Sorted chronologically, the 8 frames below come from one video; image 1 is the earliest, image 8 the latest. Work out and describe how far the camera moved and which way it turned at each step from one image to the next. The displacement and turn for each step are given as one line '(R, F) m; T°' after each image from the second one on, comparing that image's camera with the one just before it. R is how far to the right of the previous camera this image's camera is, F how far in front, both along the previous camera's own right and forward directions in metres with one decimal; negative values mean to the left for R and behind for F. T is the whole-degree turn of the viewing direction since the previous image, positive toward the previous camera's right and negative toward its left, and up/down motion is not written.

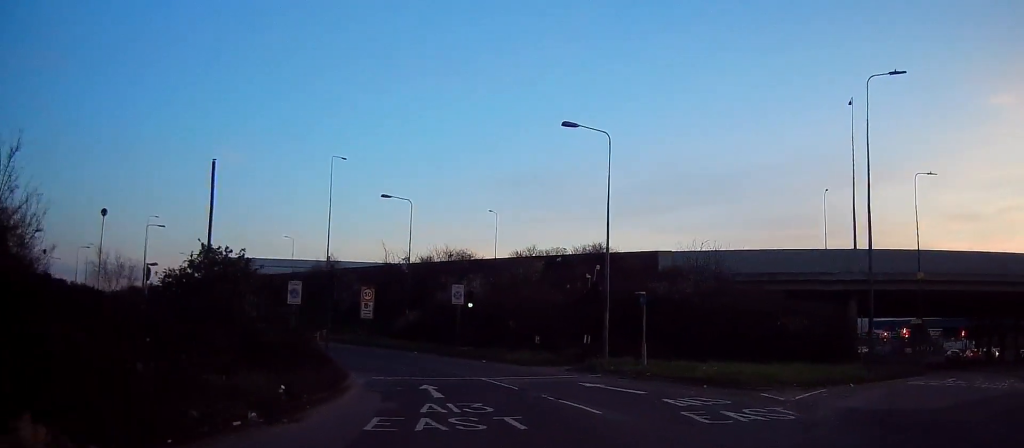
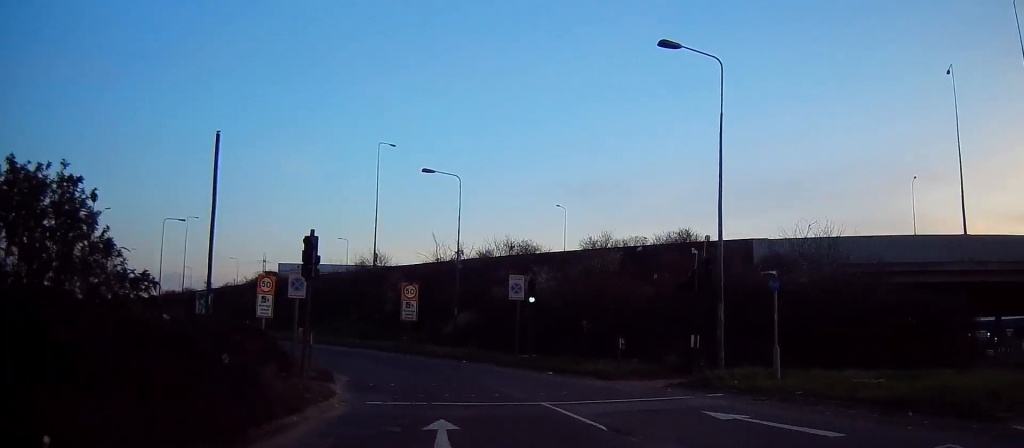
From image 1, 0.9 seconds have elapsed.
(-0.7, +8.3) m; -6°
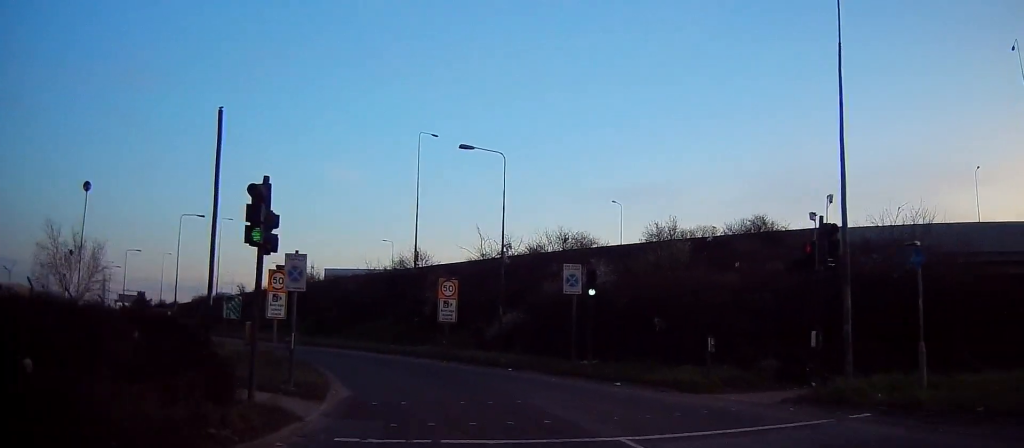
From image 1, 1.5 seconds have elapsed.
(-0.2, +5.5) m; -4°
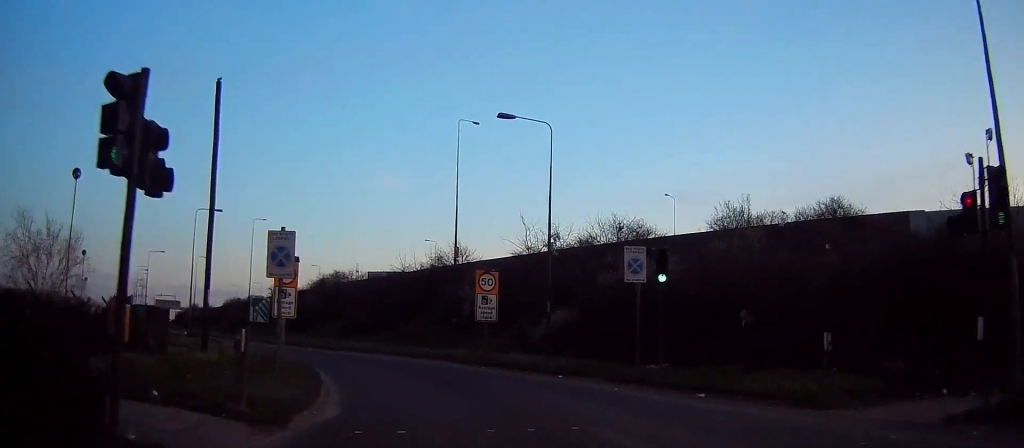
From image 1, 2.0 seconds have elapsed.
(+0.1, +4.7) m; -3°
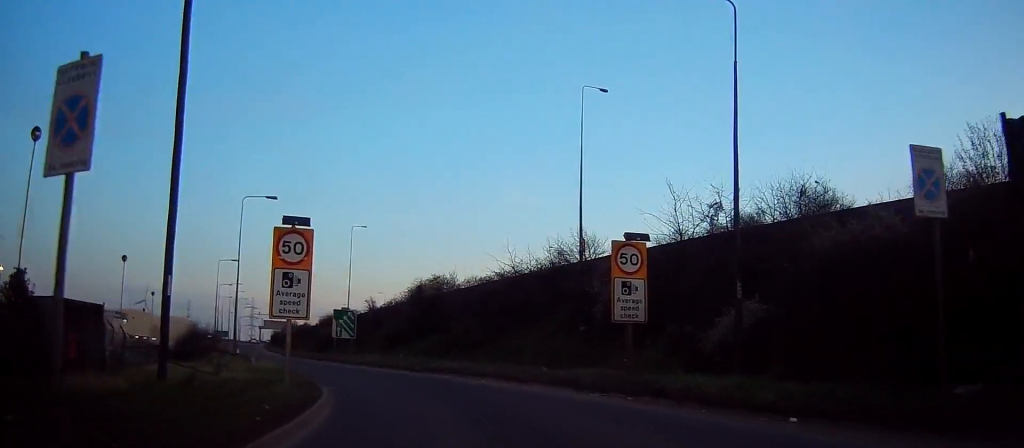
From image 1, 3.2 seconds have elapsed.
(-0.9, +11.1) m; -13°
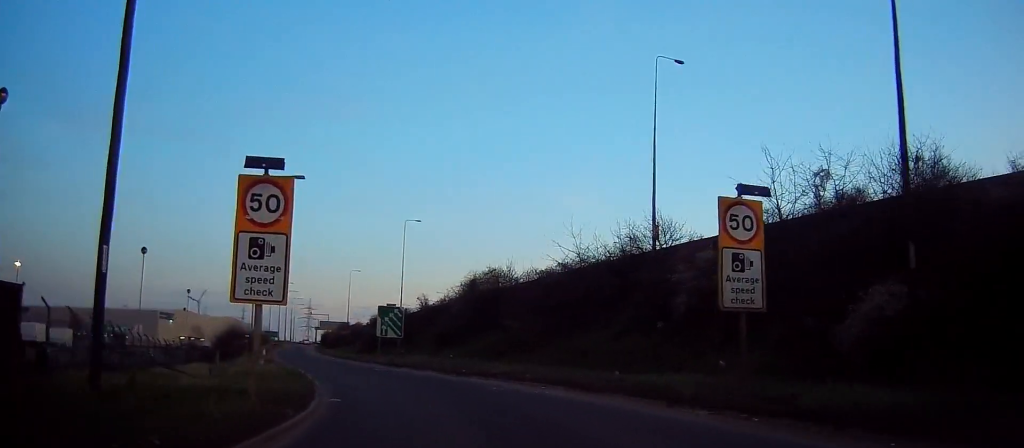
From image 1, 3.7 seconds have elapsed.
(-0.5, +5.3) m; -6°
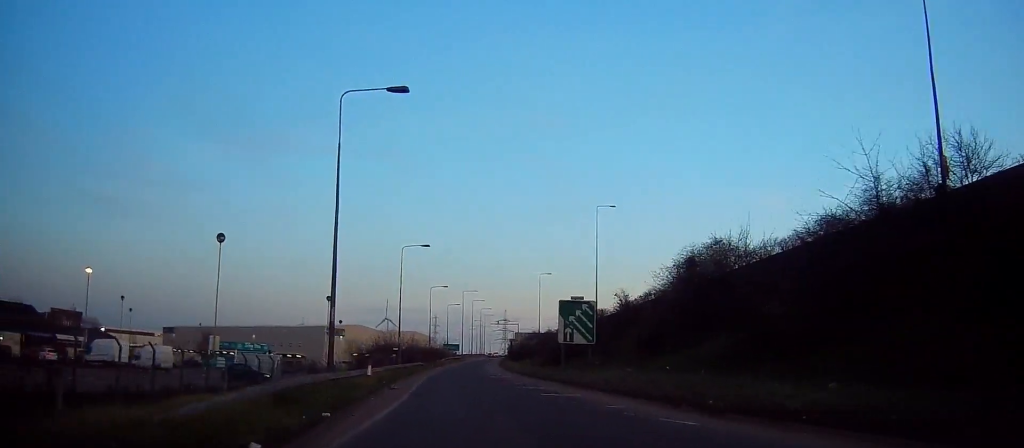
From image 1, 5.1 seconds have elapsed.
(-1.9, +14.5) m; -15°
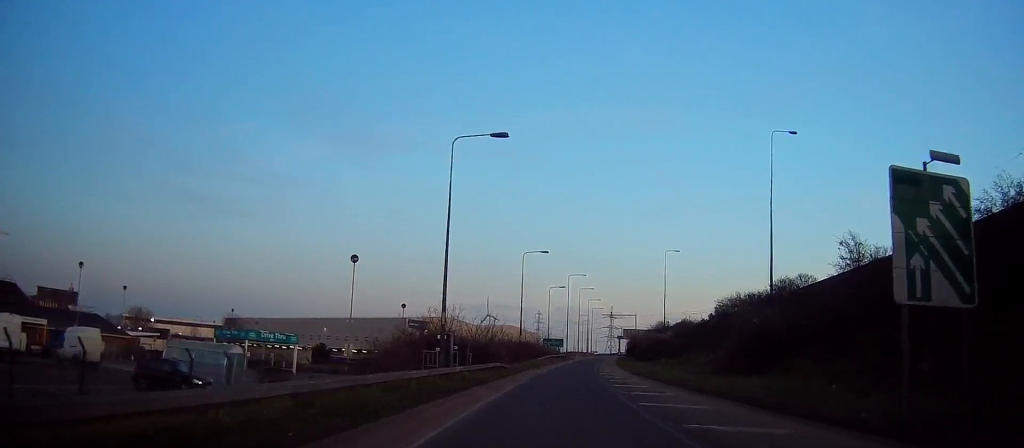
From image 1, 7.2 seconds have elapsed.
(-3.1, +27.0) m; -8°
